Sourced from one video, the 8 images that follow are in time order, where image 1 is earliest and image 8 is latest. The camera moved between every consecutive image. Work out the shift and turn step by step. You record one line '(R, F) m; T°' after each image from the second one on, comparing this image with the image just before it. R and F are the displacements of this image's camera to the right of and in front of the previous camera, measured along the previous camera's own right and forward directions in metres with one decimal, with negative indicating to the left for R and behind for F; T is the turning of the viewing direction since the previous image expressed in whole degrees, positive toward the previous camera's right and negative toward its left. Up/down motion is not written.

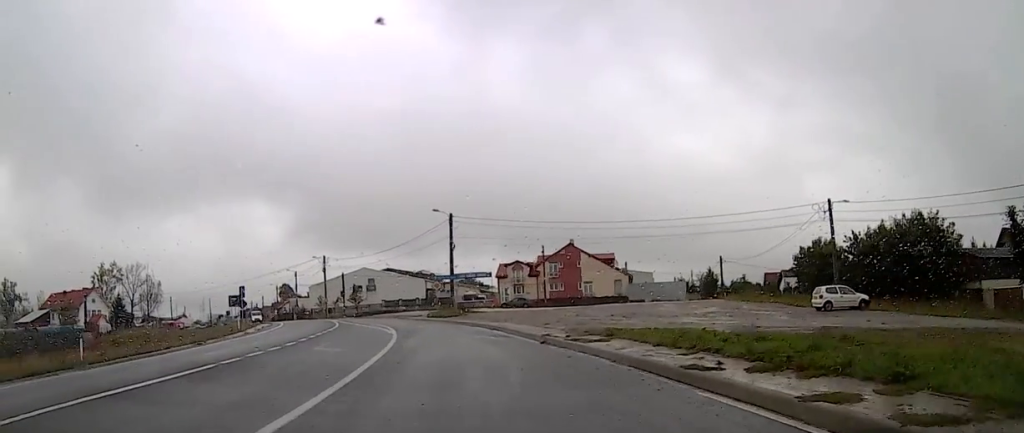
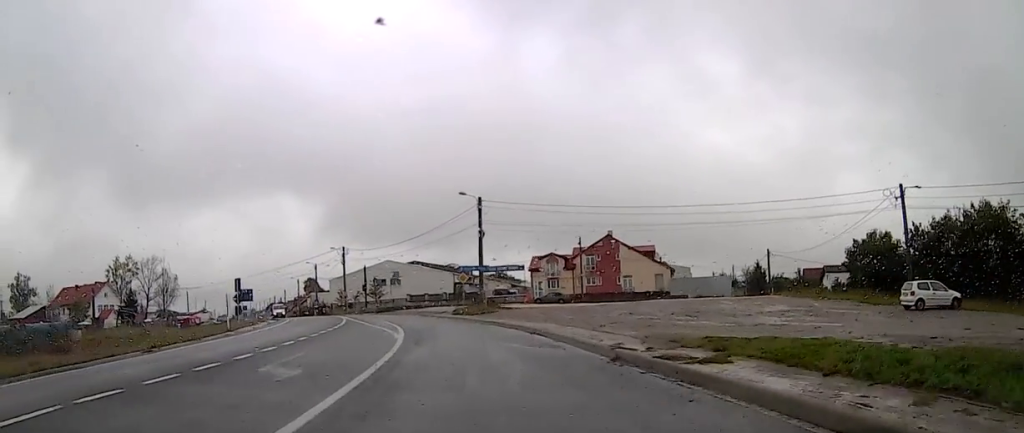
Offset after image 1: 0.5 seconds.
(+0.1, +6.4) m; -4°
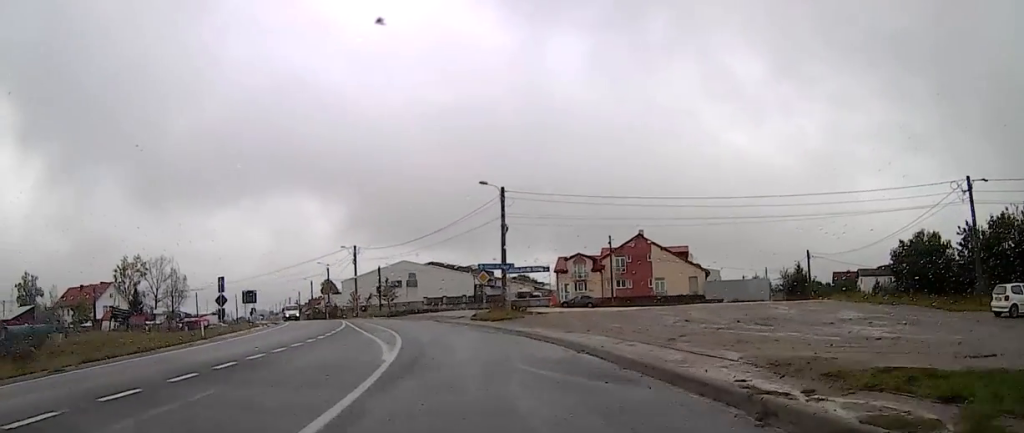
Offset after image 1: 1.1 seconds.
(-0.6, +6.4) m; -4°
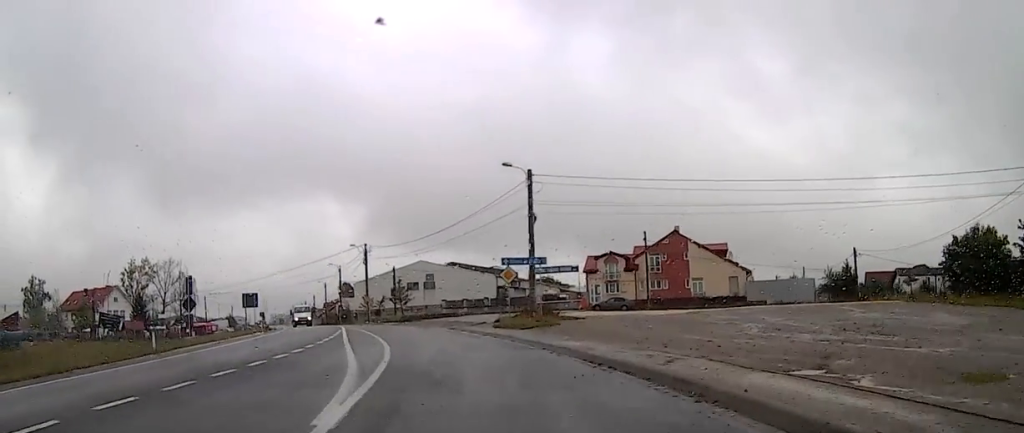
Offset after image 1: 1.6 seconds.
(-0.3, +6.7) m; -3°
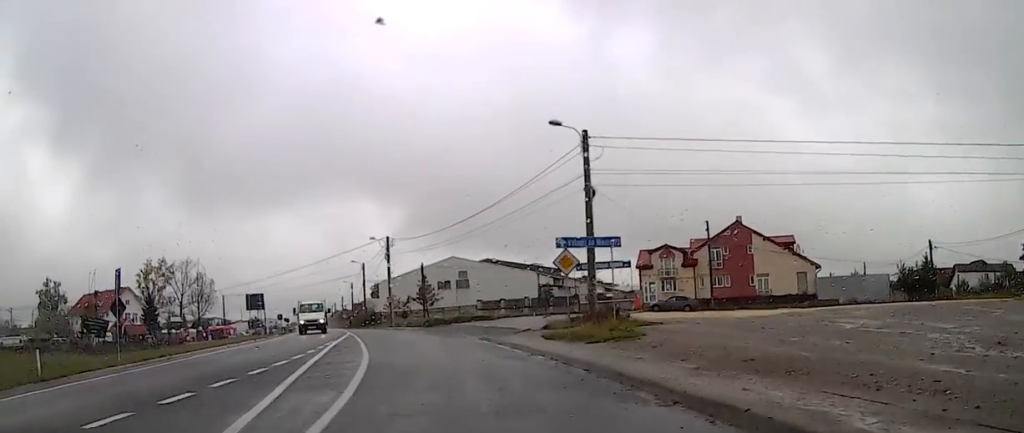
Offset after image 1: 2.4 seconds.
(-0.1, +9.0) m; -1°
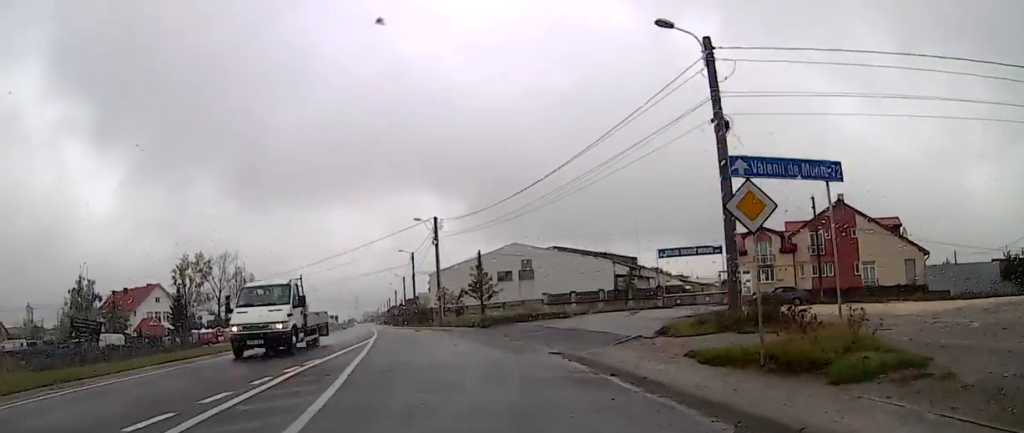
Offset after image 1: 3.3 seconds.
(-0.1, +10.5) m; -6°
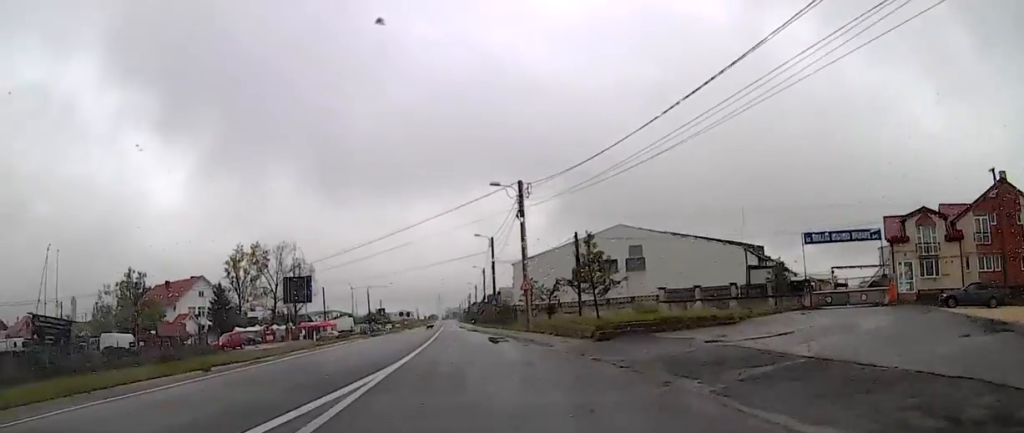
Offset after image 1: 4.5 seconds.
(-1.3, +13.7) m; -1°
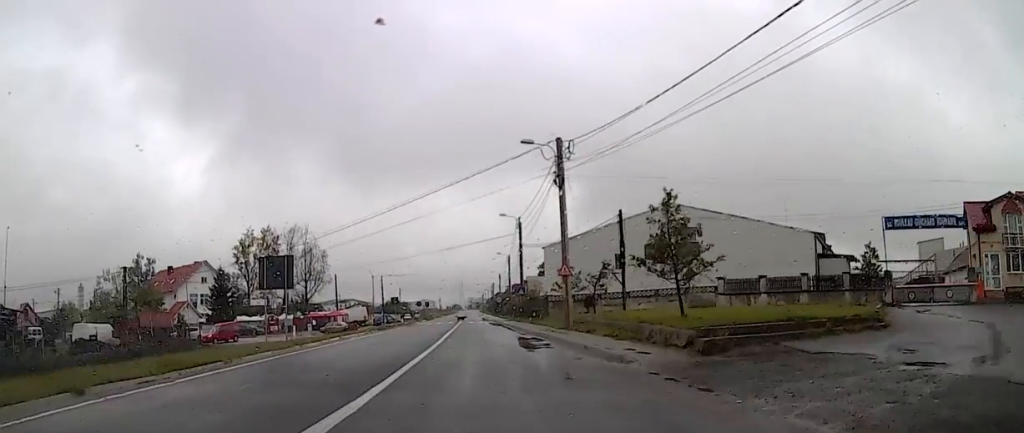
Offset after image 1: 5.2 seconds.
(+1.0, +8.1) m; -2°
